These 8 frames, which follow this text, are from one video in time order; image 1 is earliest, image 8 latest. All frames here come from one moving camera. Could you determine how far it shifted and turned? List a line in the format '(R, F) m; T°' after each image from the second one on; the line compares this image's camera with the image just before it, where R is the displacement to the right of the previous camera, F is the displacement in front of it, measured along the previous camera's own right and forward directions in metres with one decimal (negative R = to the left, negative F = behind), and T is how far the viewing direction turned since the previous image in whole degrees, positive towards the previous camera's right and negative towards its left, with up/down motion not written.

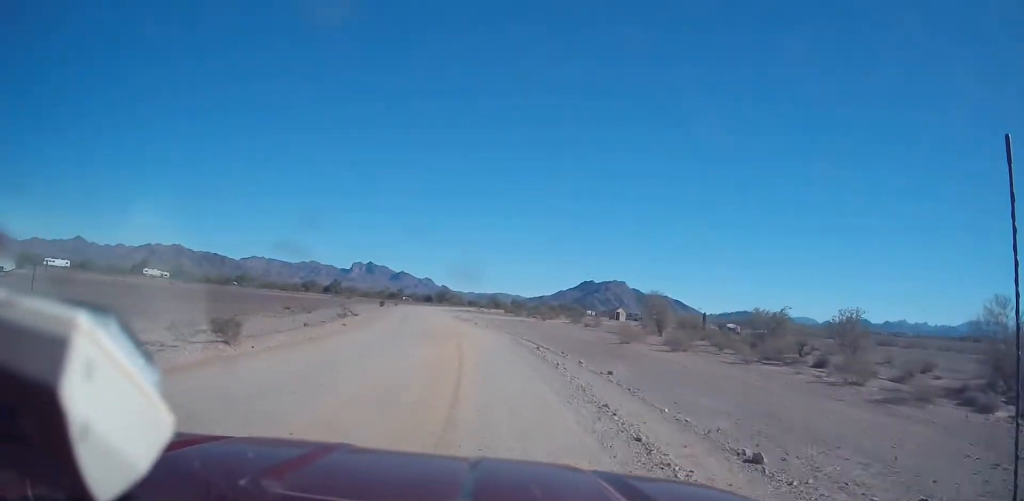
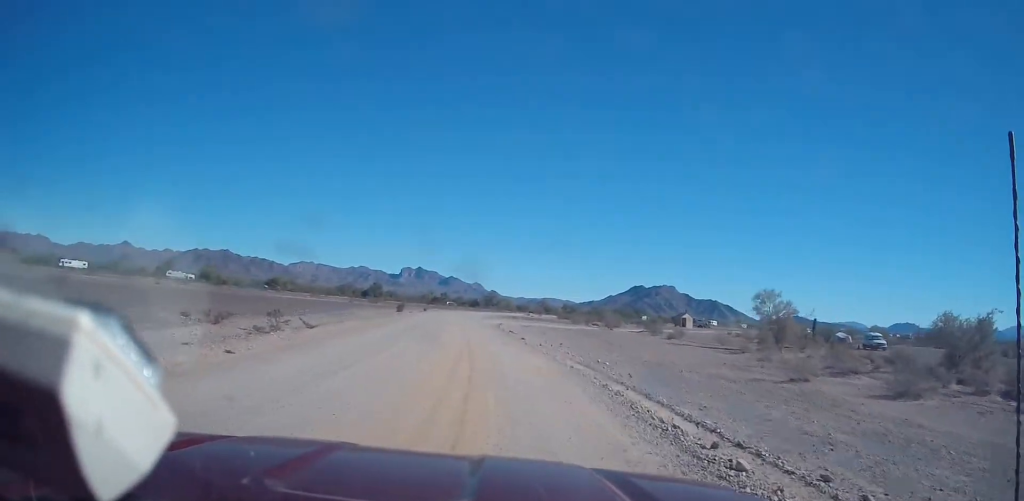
(-0.9, +20.5) m; -5°
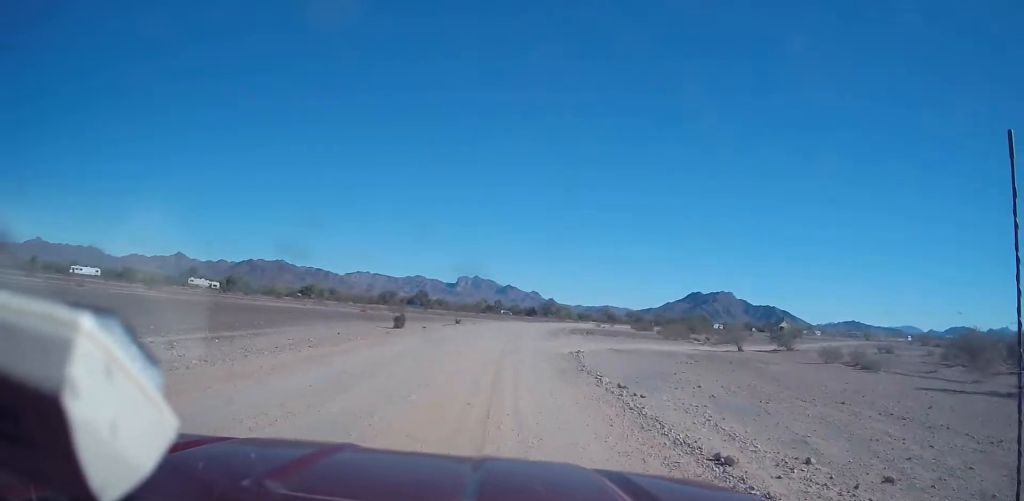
(-1.2, +26.7) m; -3°
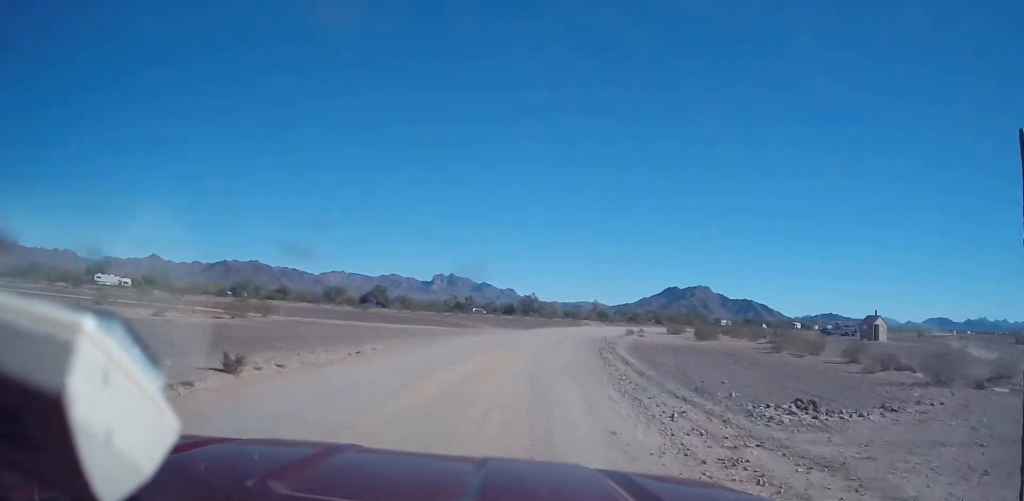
(+1.5, +45.5) m; +4°
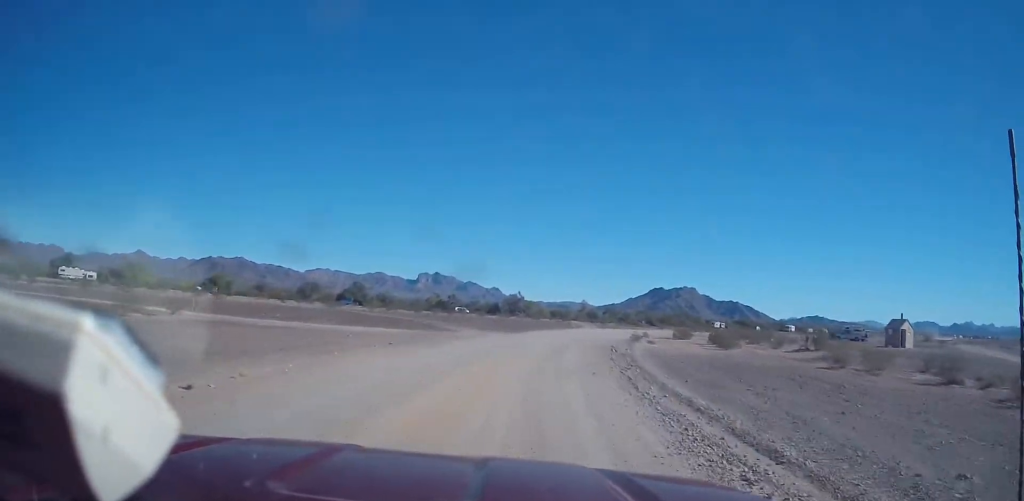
(+0.1, +11.4) m; +1°
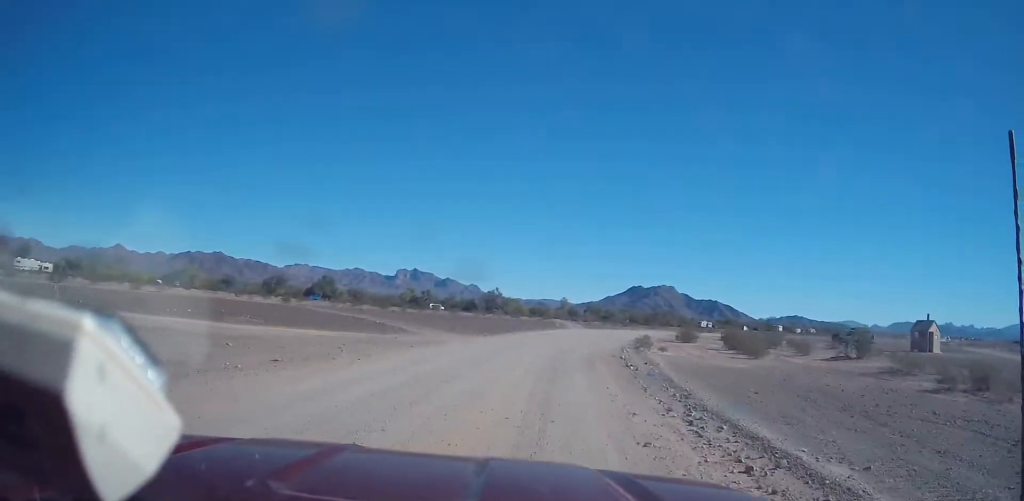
(-0.2, +11.4) m; +2°
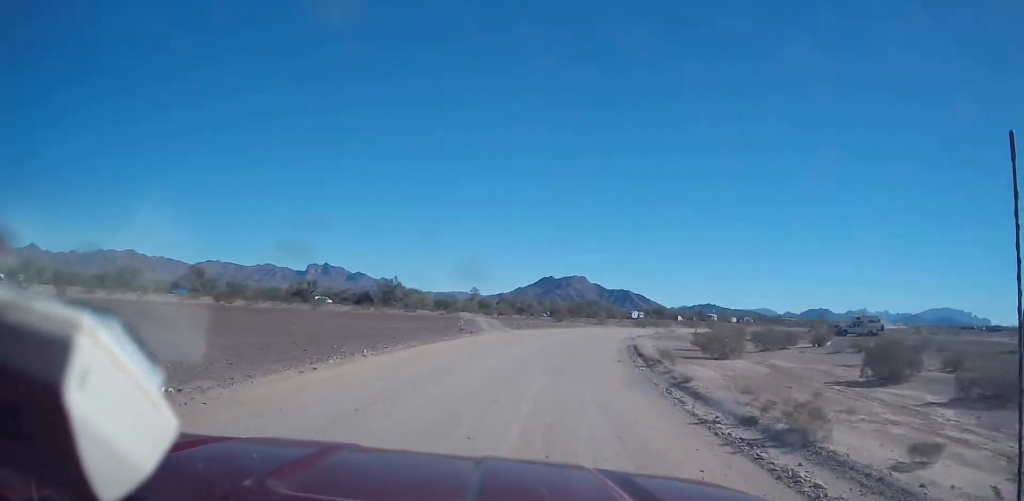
(+2.8, +32.3) m; +10°
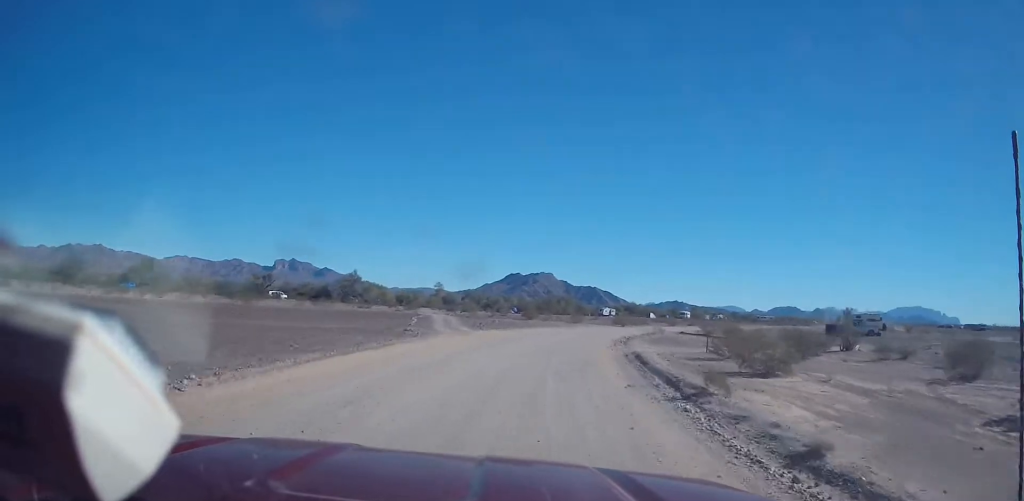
(+0.4, +9.3) m; +2°
